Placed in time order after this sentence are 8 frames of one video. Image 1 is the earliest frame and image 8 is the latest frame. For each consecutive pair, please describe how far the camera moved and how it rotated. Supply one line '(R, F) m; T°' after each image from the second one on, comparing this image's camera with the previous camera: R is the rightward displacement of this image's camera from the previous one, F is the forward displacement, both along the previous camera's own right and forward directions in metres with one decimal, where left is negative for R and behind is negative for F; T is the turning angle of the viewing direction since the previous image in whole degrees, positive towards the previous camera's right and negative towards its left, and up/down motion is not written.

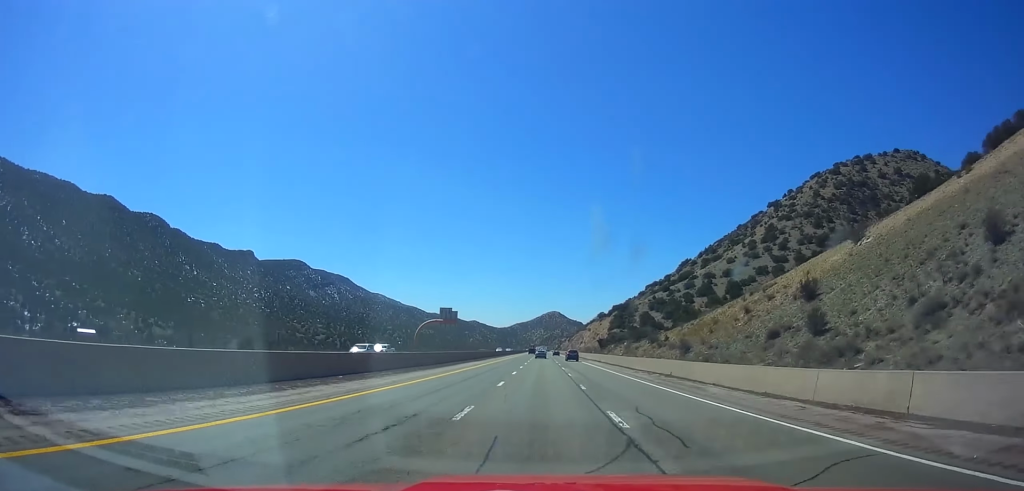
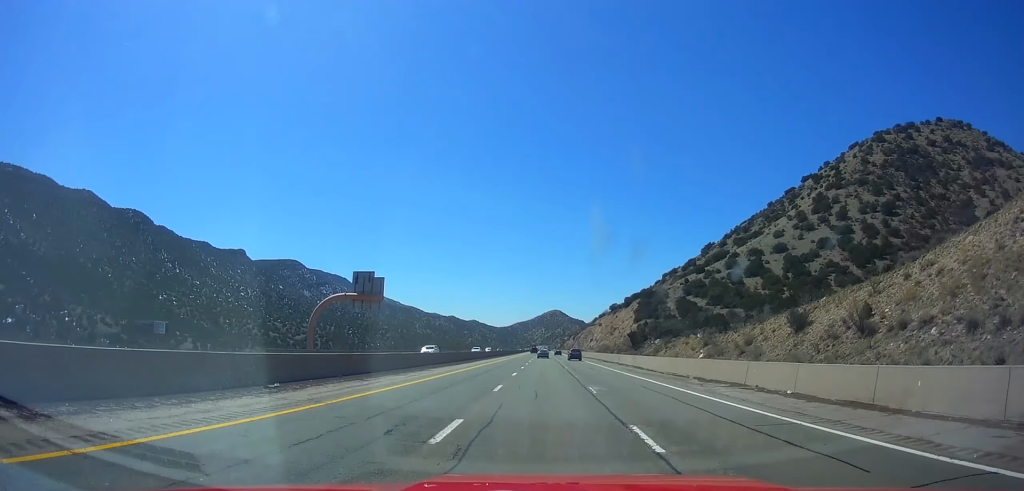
(0.0, +64.0) m; 0°
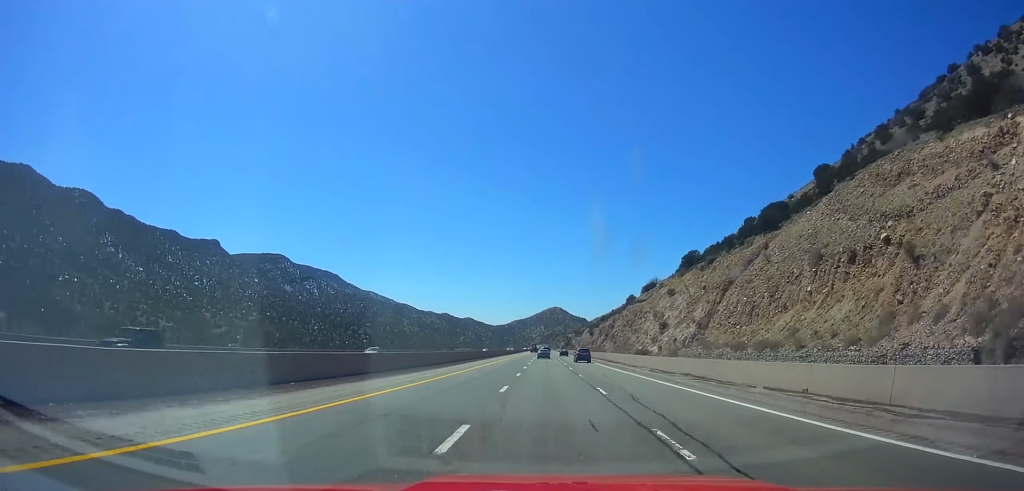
(-0.8, +170.5) m; 0°
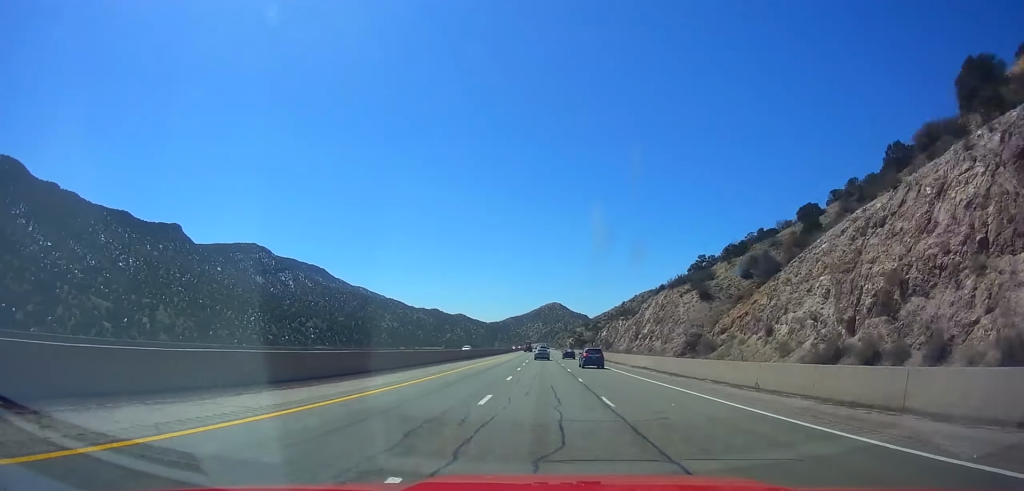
(+0.8, +210.6) m; 0°
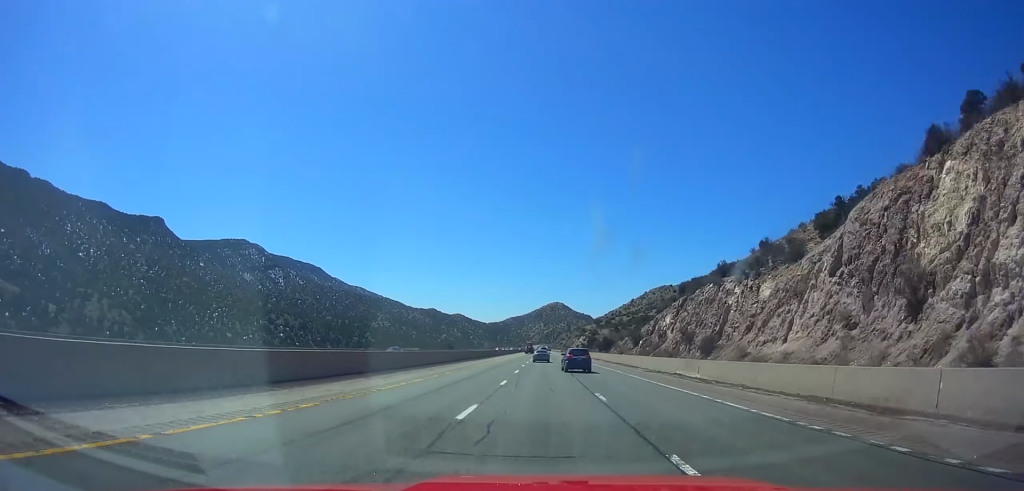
(0.0, +96.0) m; 0°
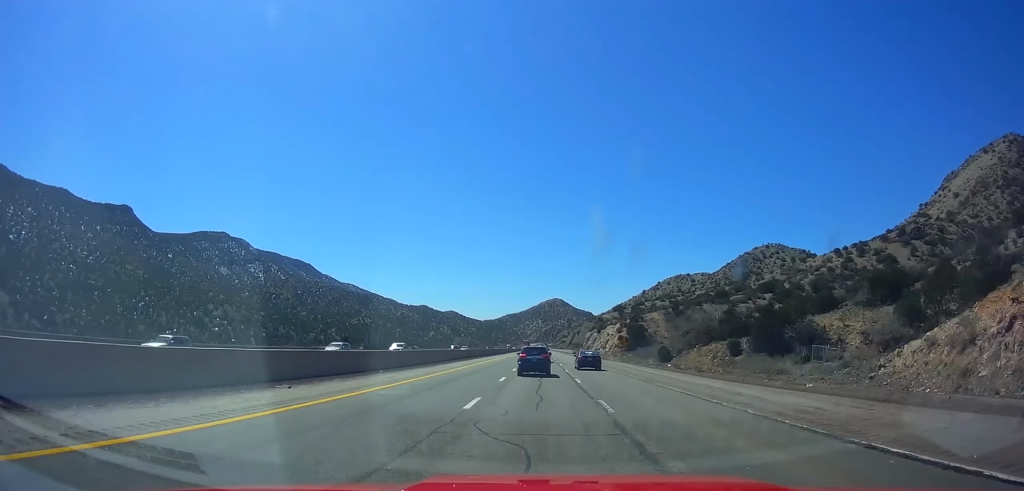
(+0.2, +138.2) m; 0°
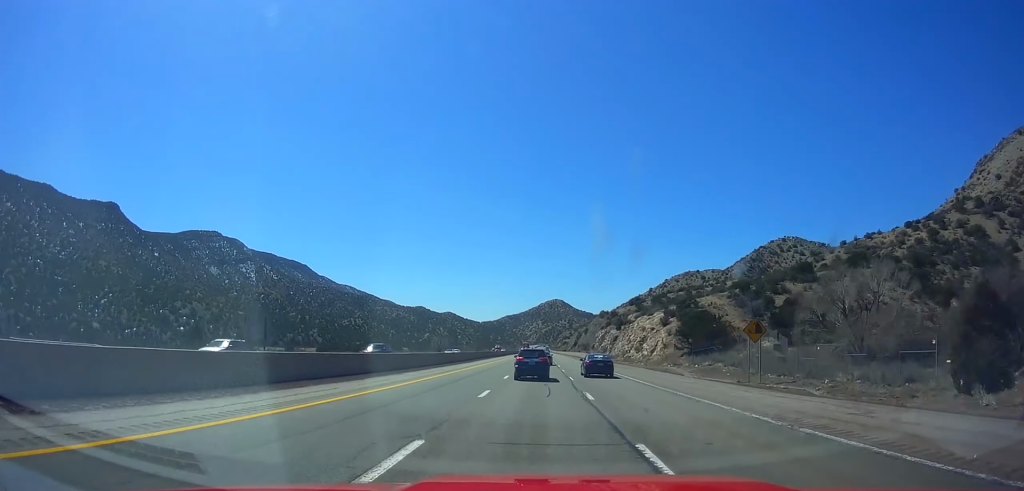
(+0.2, +57.6) m; 0°
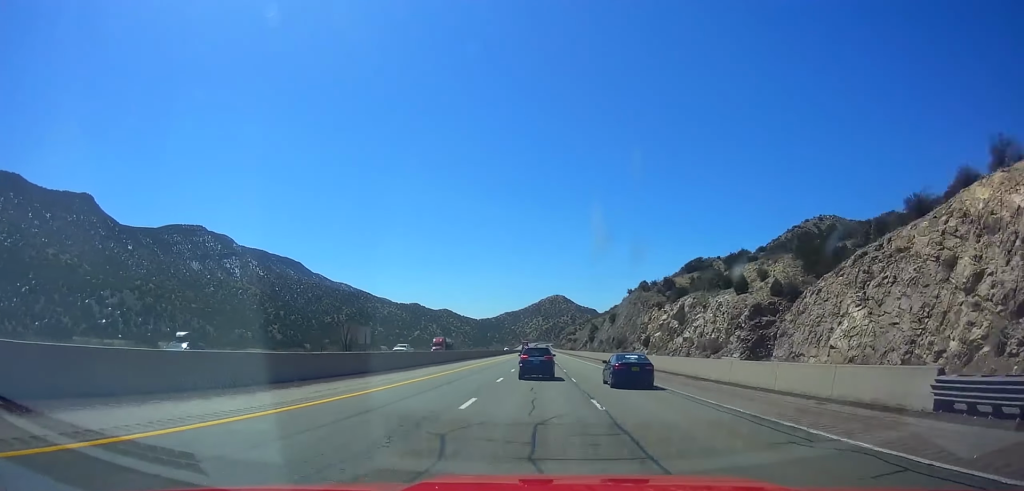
(-0.4, +102.9) m; 0°
